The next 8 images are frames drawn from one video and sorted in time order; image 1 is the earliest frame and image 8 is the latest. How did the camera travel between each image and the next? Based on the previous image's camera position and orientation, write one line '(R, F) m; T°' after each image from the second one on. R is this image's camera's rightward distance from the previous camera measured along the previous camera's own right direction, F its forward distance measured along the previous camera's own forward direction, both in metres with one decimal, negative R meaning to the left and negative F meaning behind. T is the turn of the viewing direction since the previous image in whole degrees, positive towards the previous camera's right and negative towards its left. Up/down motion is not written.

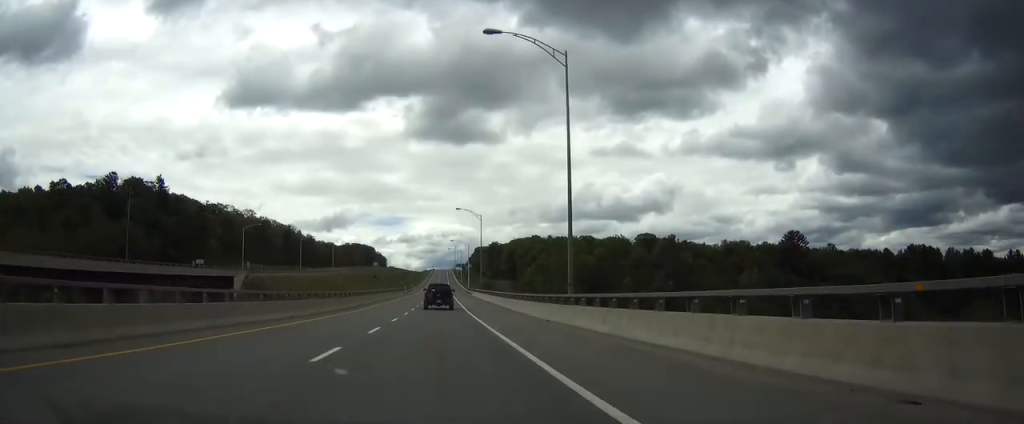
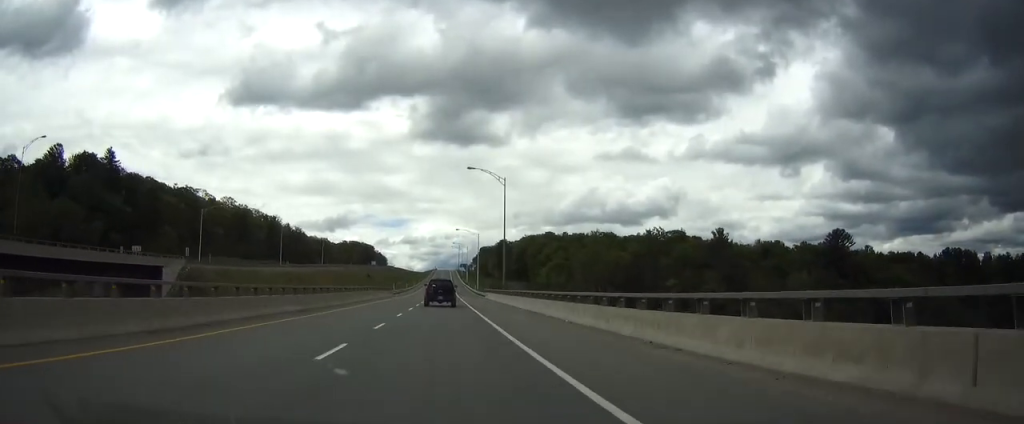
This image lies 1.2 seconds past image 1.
(-0.1, +35.8) m; 0°
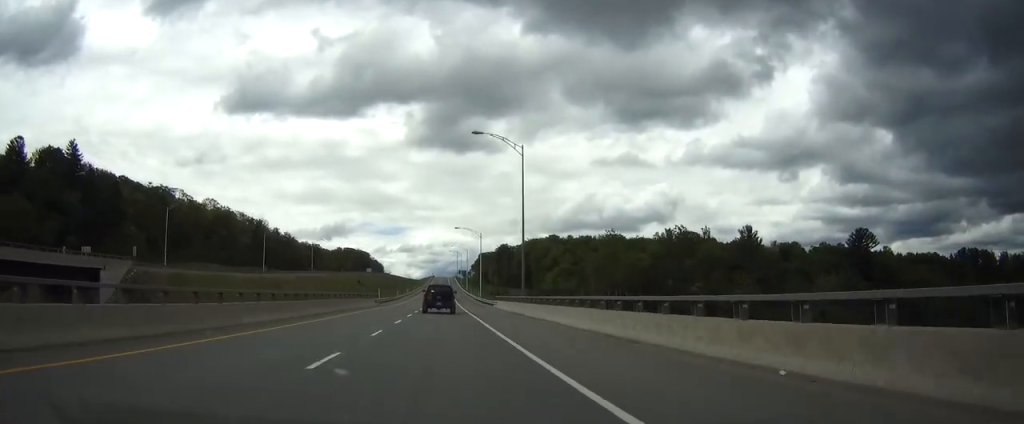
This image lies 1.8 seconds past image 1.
(0.0, +18.7) m; 0°
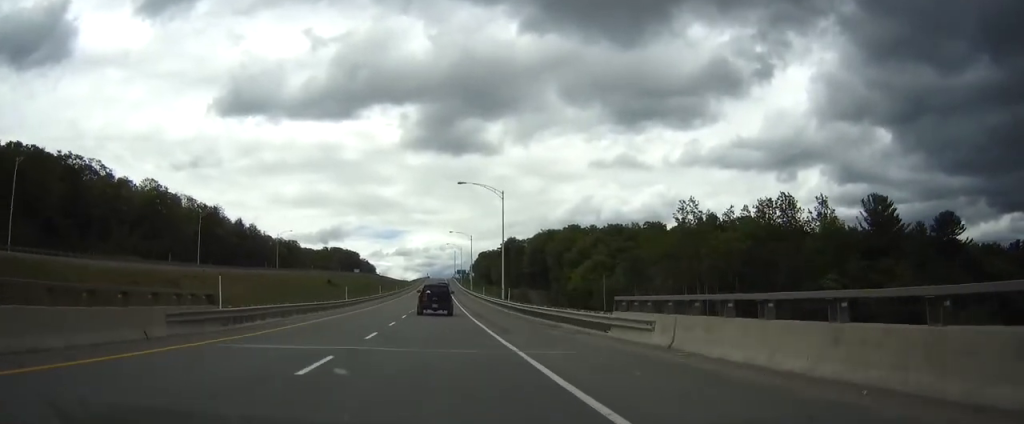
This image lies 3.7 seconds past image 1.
(+0.2, +54.2) m; 0°
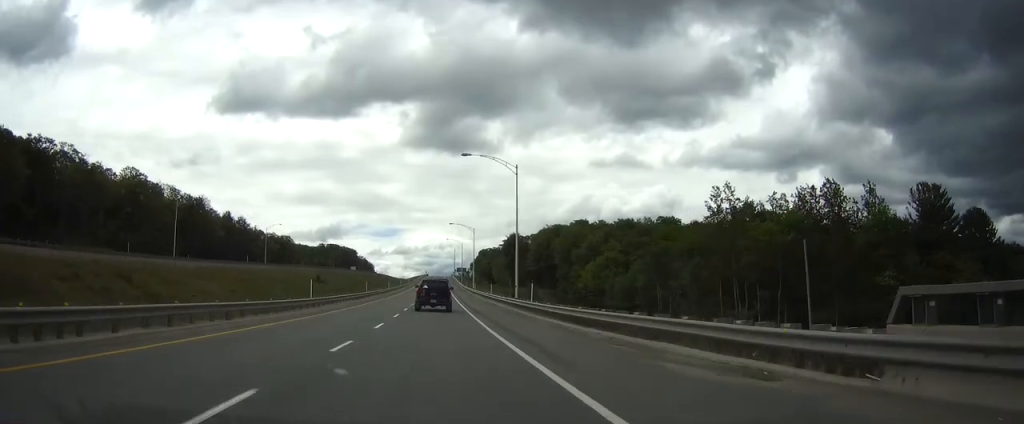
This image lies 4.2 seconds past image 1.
(+0.1, +14.2) m; 0°
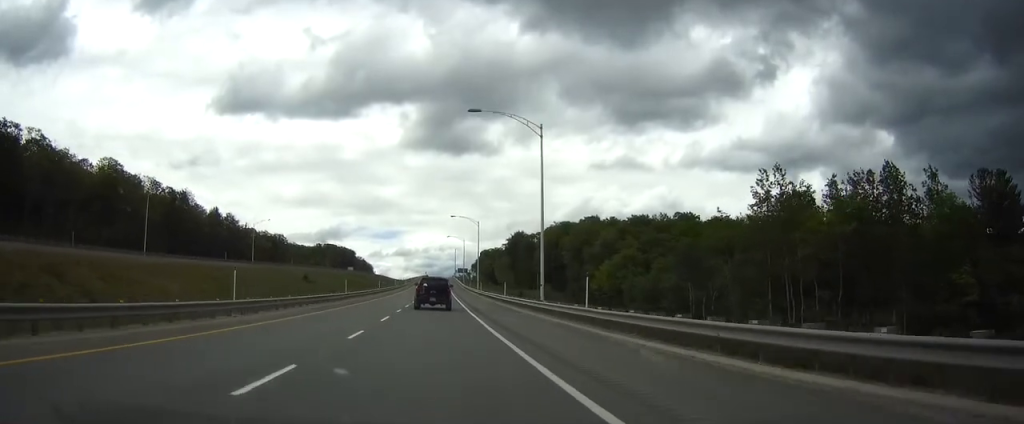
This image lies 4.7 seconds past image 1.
(0.0, +15.1) m; 0°
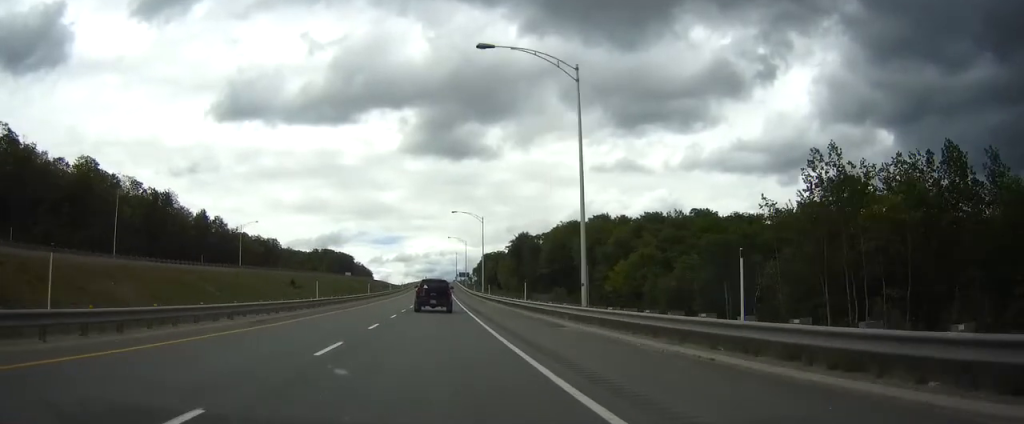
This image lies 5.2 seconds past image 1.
(0.0, +13.1) m; 0°
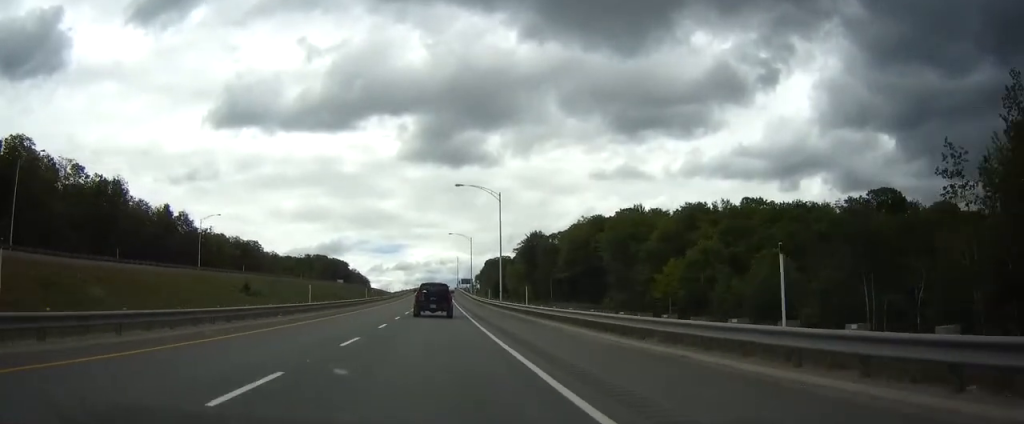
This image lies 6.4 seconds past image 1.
(0.0, +32.6) m; 0°
